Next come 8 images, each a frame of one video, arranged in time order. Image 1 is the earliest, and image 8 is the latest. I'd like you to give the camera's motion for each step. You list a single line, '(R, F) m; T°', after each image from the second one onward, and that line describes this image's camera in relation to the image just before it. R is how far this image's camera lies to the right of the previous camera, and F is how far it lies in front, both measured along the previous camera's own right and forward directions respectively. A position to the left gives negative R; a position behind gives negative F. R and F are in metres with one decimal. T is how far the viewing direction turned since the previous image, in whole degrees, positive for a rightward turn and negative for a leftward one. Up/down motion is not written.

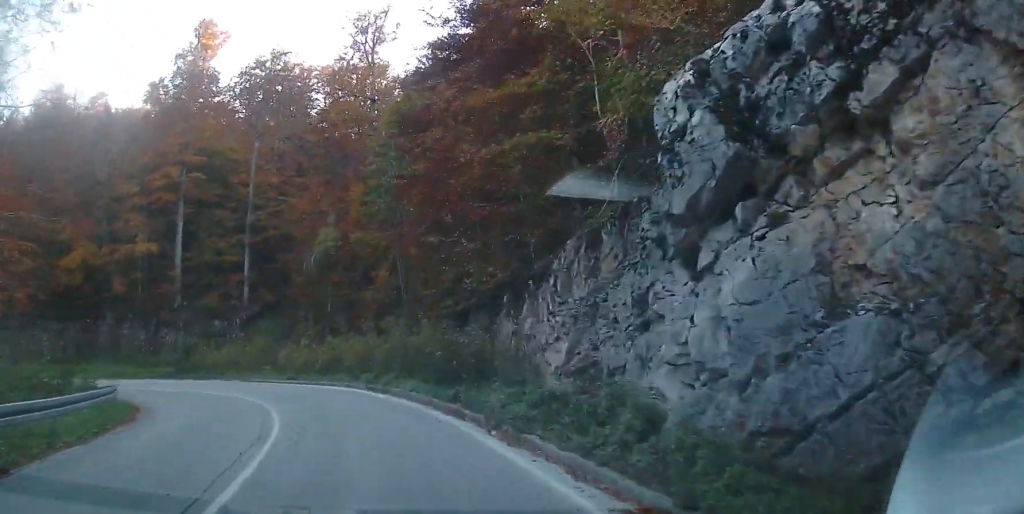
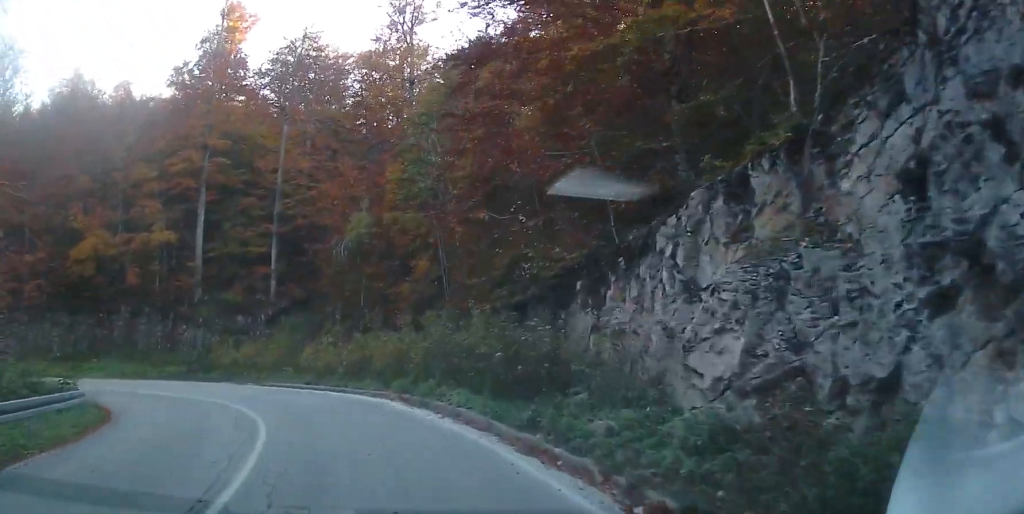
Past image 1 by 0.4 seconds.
(-0.2, +5.1) m; -5°
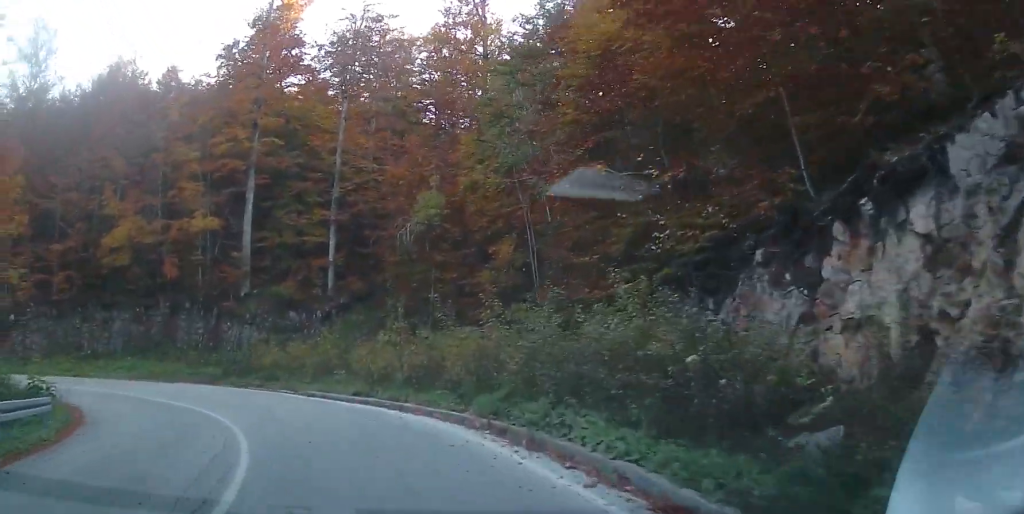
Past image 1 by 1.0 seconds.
(-0.3, +6.3) m; -8°
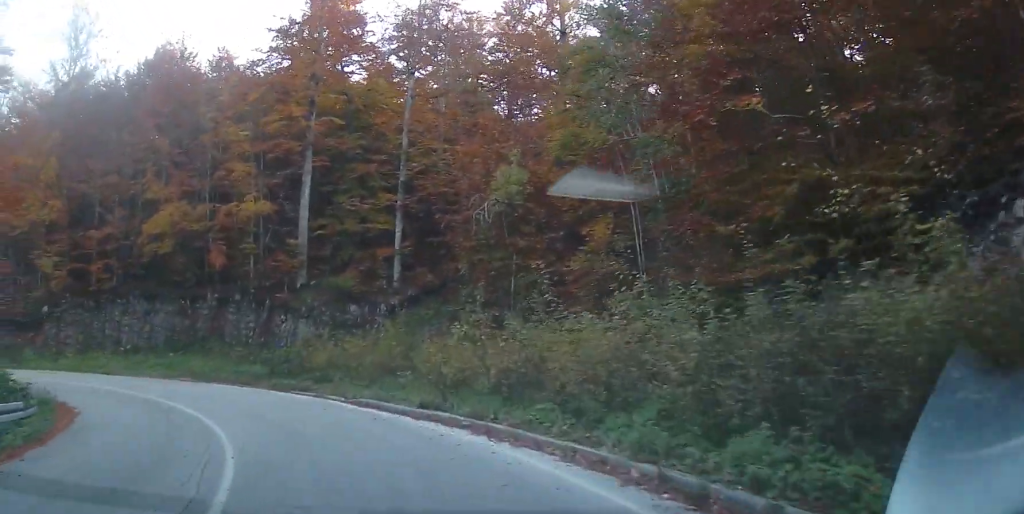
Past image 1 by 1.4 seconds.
(-0.3, +4.4) m; -8°
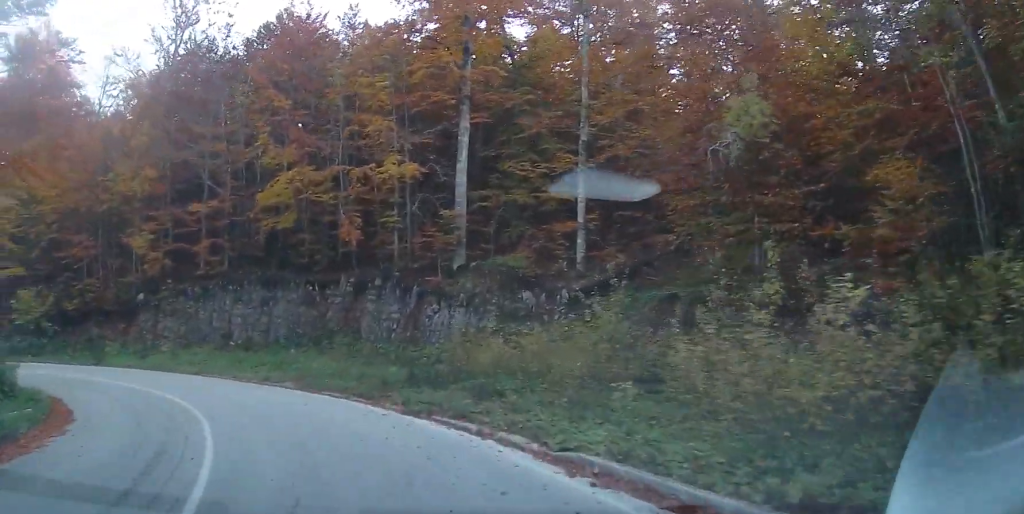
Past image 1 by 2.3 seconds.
(-1.0, +8.2) m; -19°
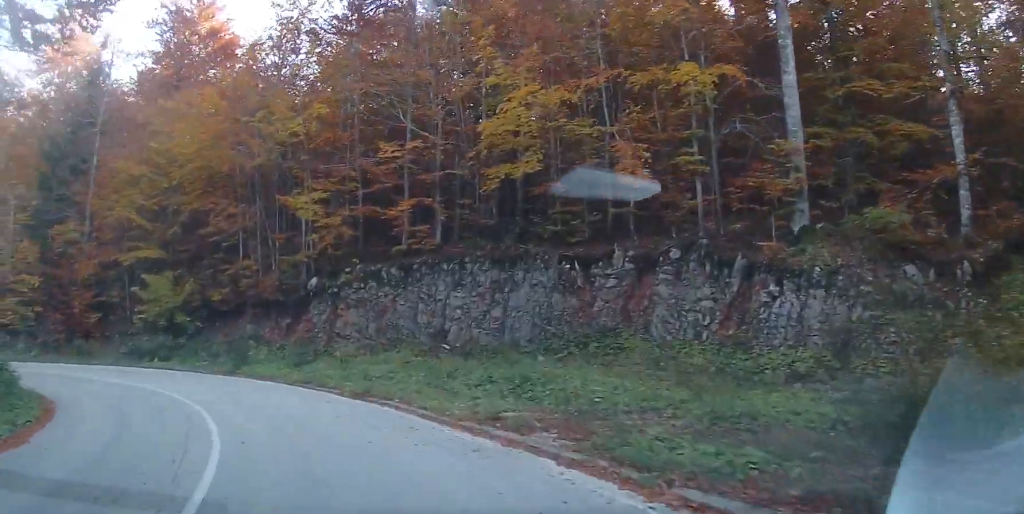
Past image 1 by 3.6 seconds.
(-2.7, +11.6) m; -17°
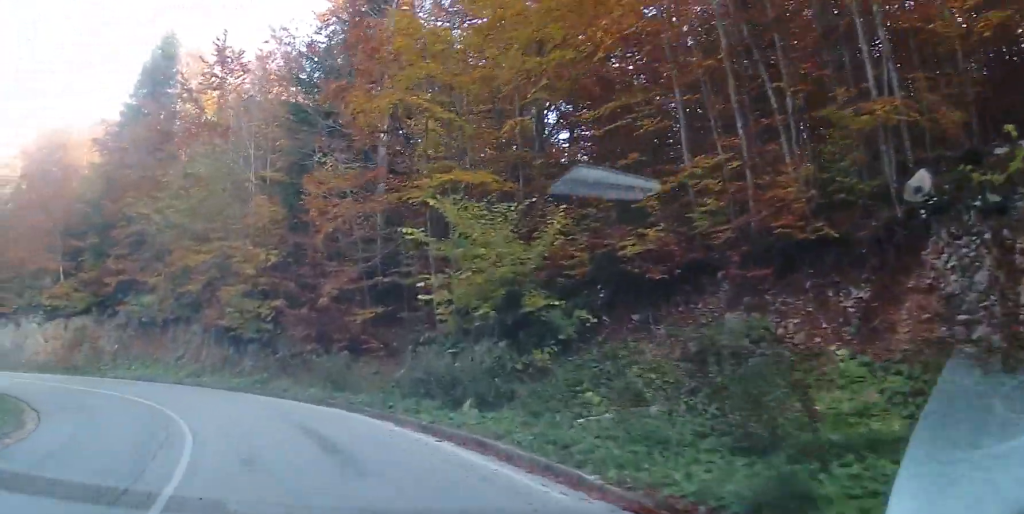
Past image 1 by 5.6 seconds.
(-4.1, +20.0) m; -31°
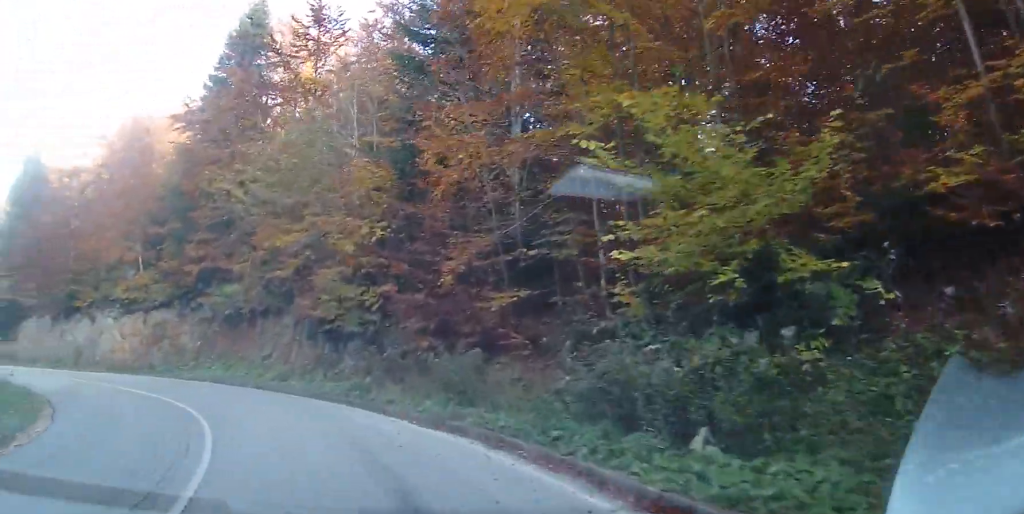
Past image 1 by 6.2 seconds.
(+0.7, +5.6) m; -15°
